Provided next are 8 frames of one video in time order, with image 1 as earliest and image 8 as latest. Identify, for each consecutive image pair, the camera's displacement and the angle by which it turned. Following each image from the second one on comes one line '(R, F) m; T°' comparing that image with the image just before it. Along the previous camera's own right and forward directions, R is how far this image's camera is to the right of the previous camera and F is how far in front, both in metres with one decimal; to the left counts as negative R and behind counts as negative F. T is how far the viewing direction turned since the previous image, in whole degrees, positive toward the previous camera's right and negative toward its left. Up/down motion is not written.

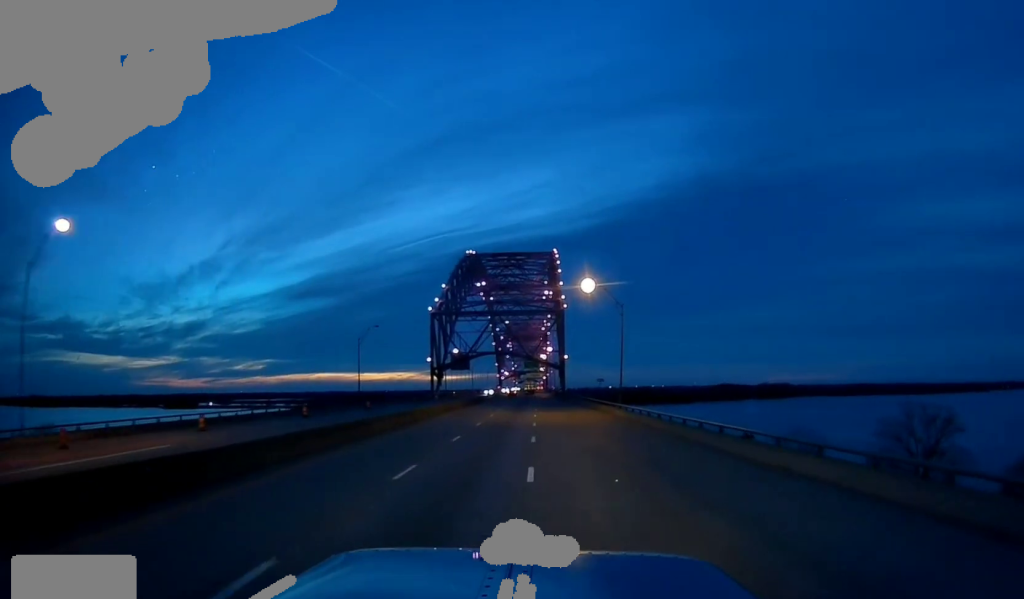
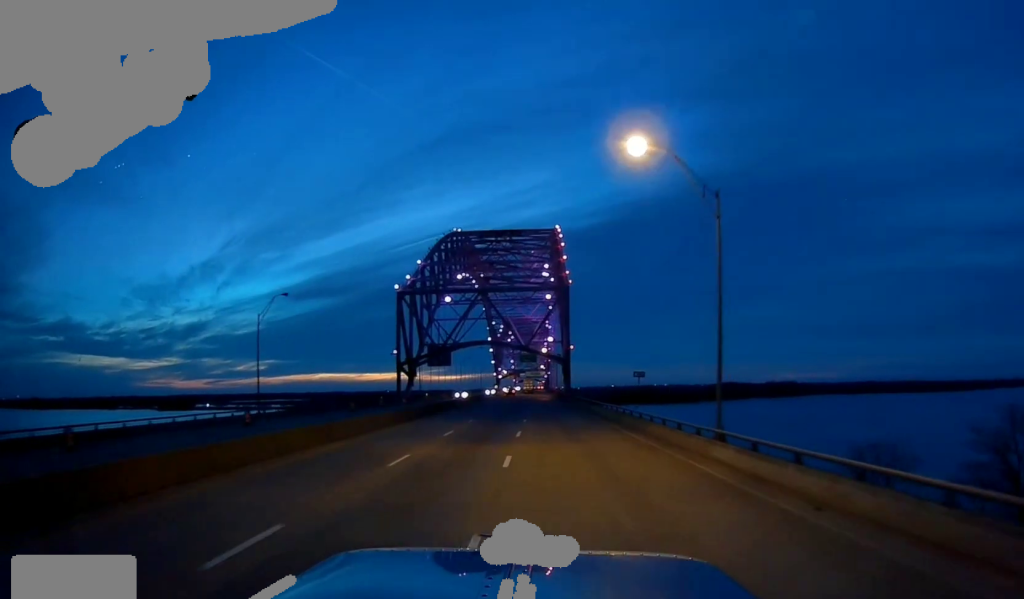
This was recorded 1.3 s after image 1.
(-0.6, +32.7) m; -2°
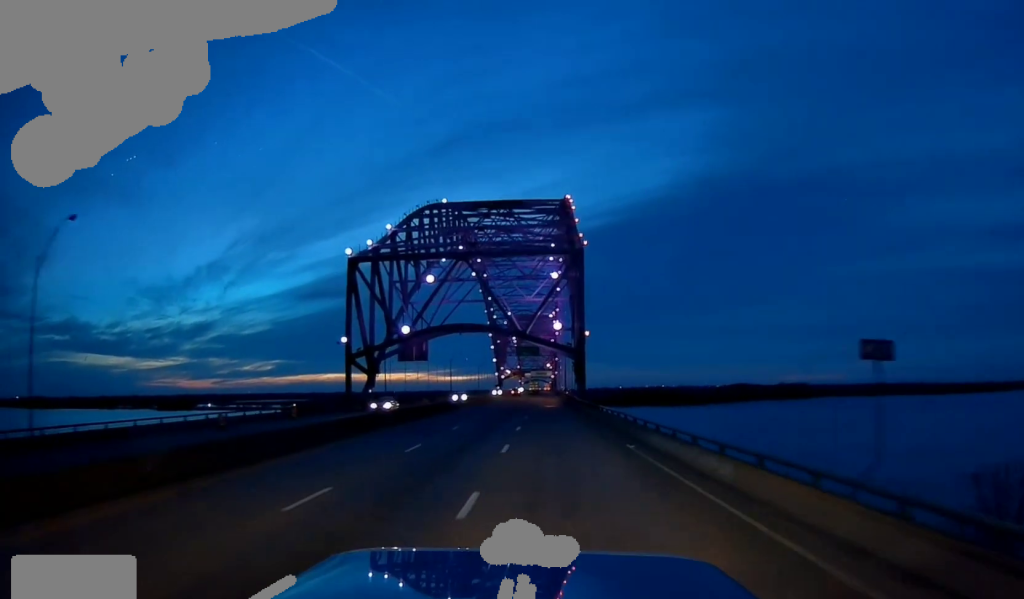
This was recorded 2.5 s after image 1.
(0.0, +32.2) m; 0°
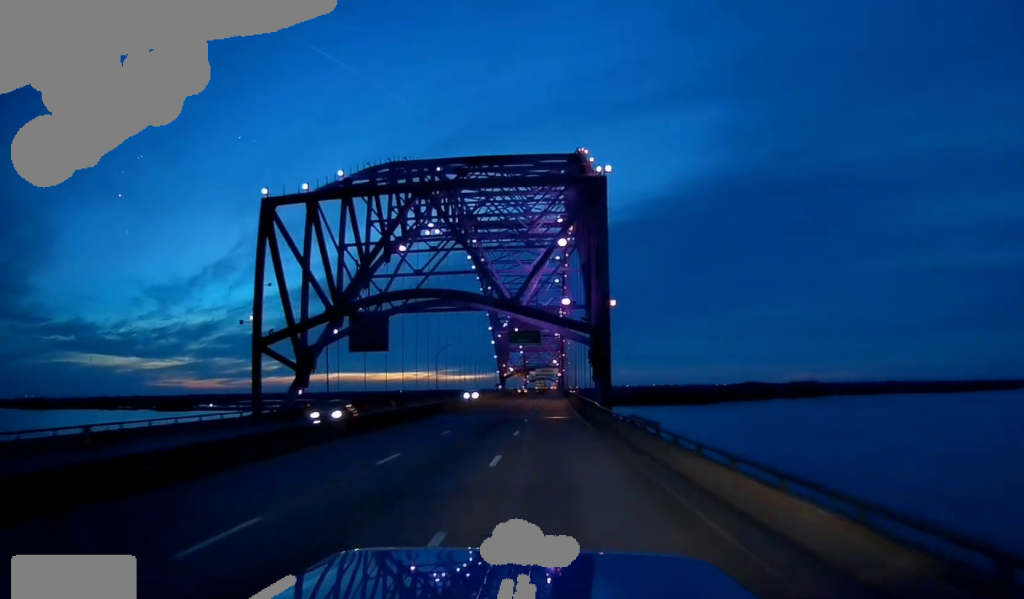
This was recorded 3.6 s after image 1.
(+0.2, +29.2) m; +1°
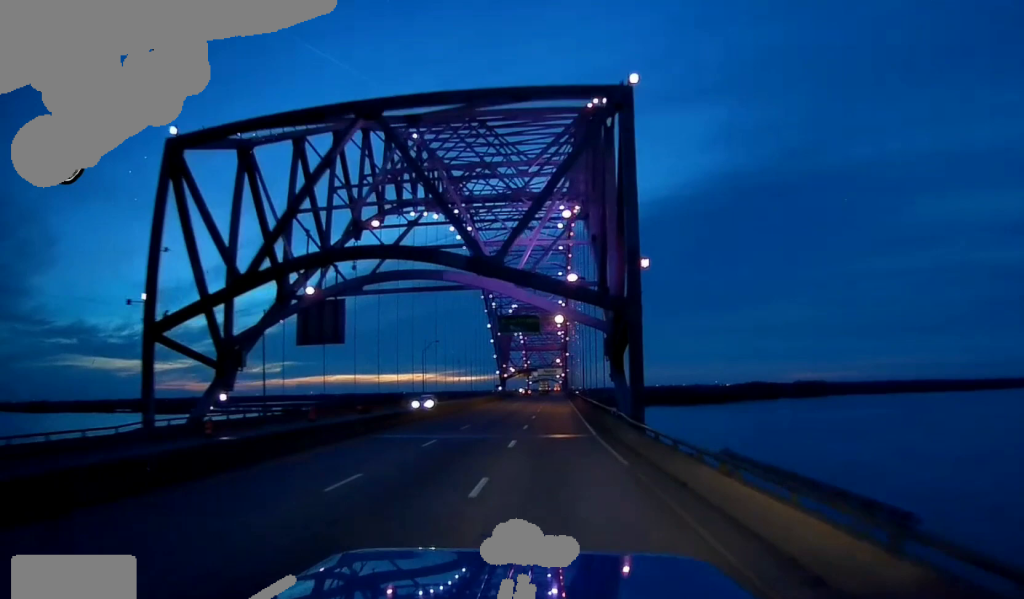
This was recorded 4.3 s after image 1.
(+0.4, +18.5) m; 0°
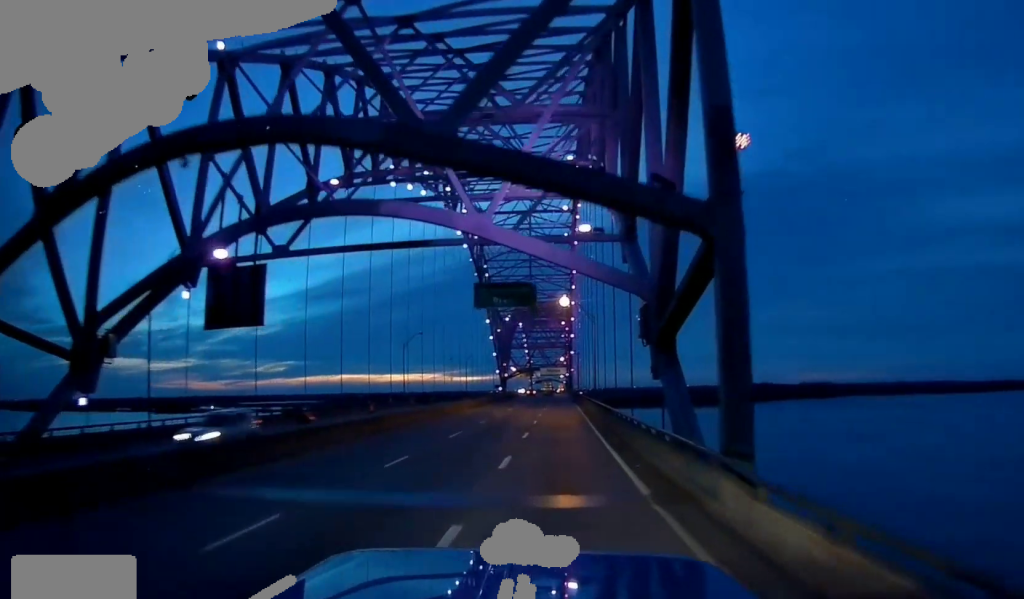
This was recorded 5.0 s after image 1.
(-0.4, +18.4) m; -2°
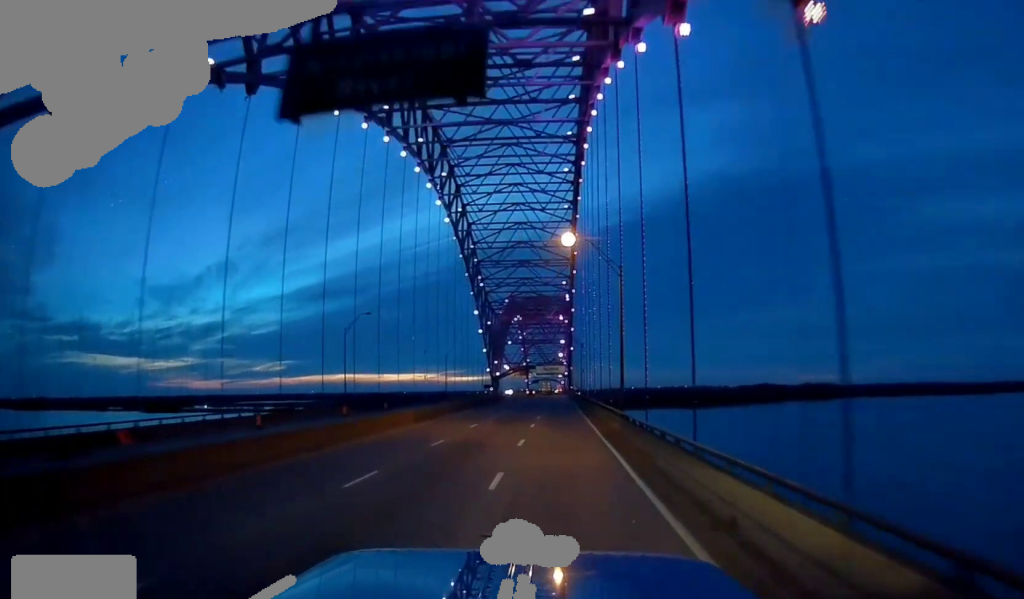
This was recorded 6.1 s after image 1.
(-0.6, +28.0) m; -1°
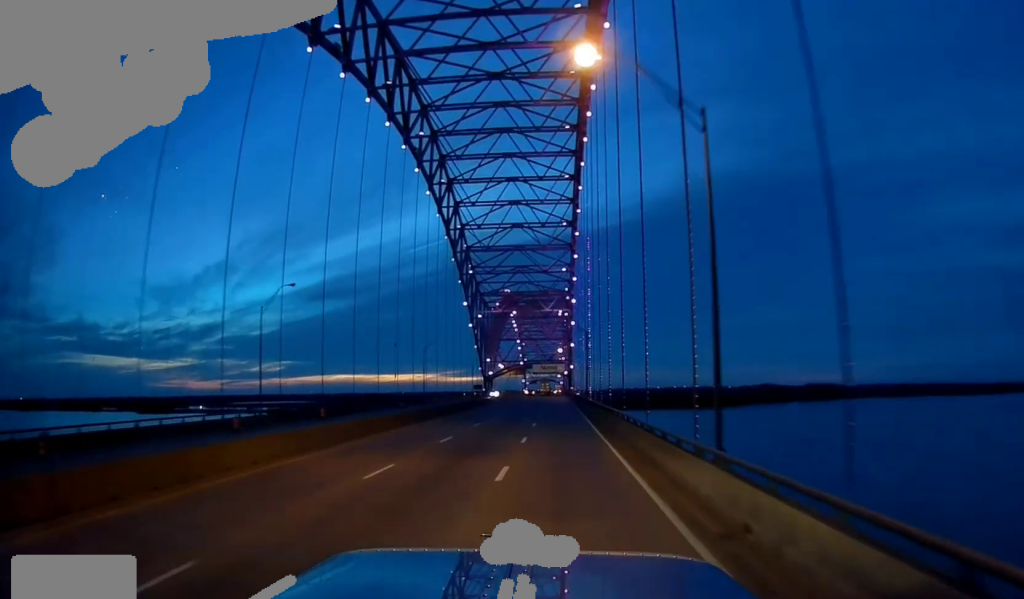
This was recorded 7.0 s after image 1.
(+0.2, +22.7) m; +1°
